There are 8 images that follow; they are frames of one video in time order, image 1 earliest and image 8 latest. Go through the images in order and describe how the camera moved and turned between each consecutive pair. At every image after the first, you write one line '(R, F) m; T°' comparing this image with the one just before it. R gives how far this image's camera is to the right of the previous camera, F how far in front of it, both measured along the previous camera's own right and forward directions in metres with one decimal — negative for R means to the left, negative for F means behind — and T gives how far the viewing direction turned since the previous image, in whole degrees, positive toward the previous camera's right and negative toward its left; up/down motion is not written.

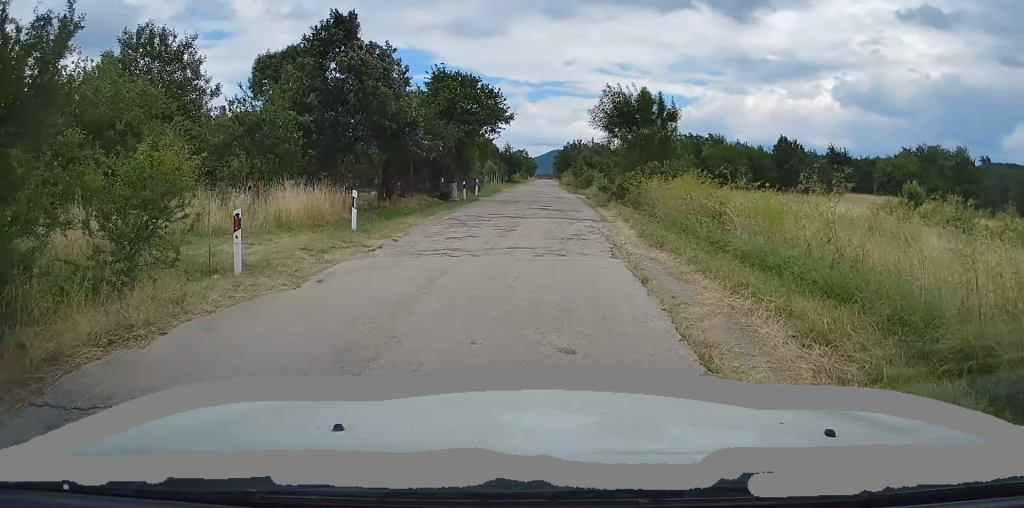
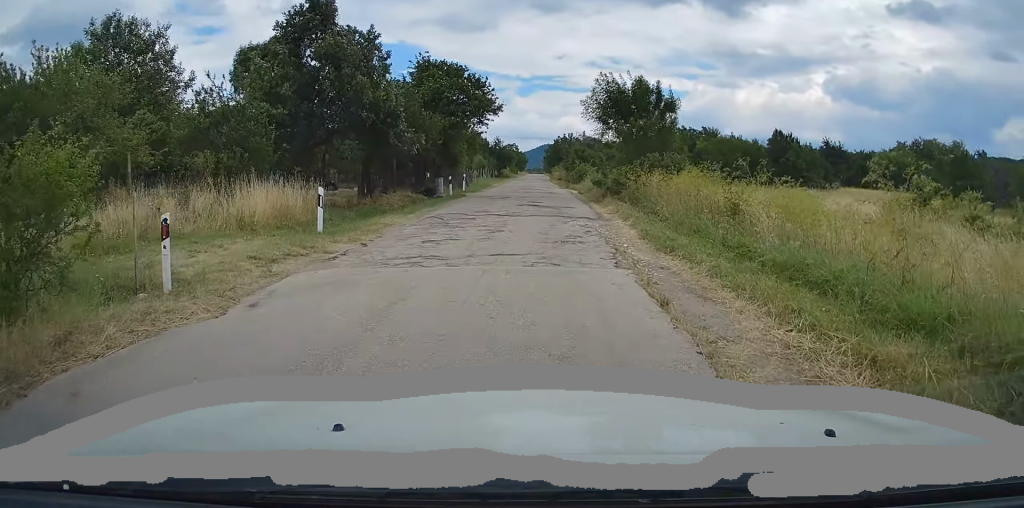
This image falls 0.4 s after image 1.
(0.0, +1.7) m; -1°
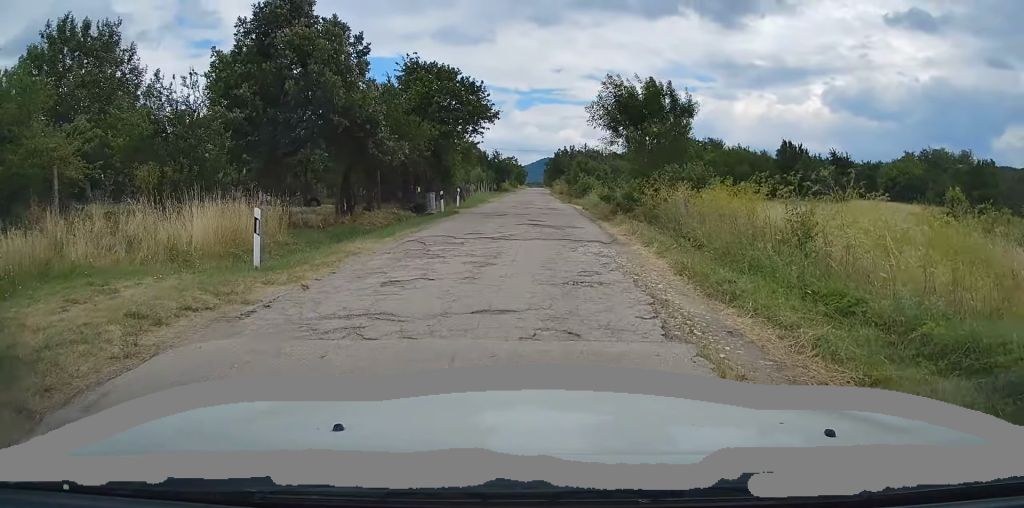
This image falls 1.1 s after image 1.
(0.0, +3.0) m; -1°
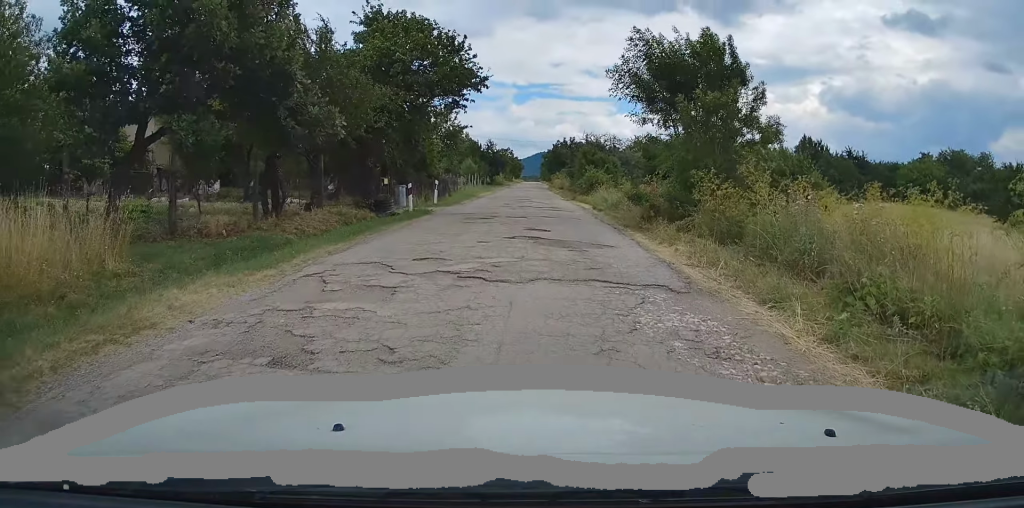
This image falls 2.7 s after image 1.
(0.0, +7.1) m; +1°
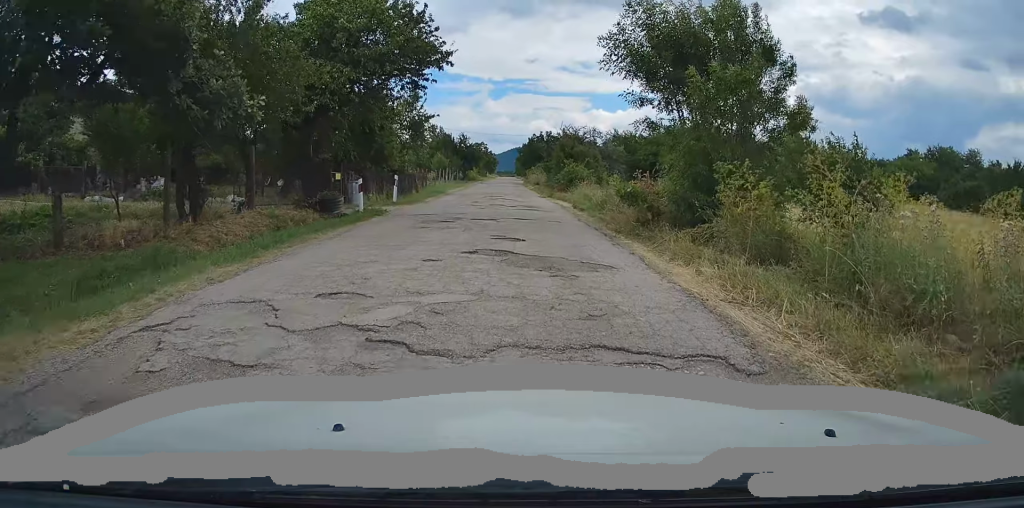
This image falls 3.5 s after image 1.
(0.0, +3.4) m; +2°
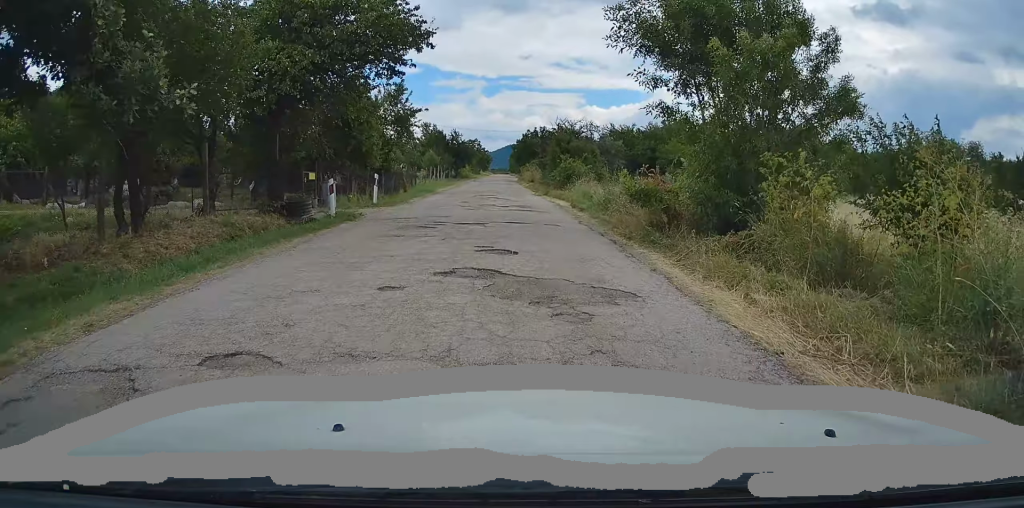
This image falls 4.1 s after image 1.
(0.0, +2.3) m; +1°
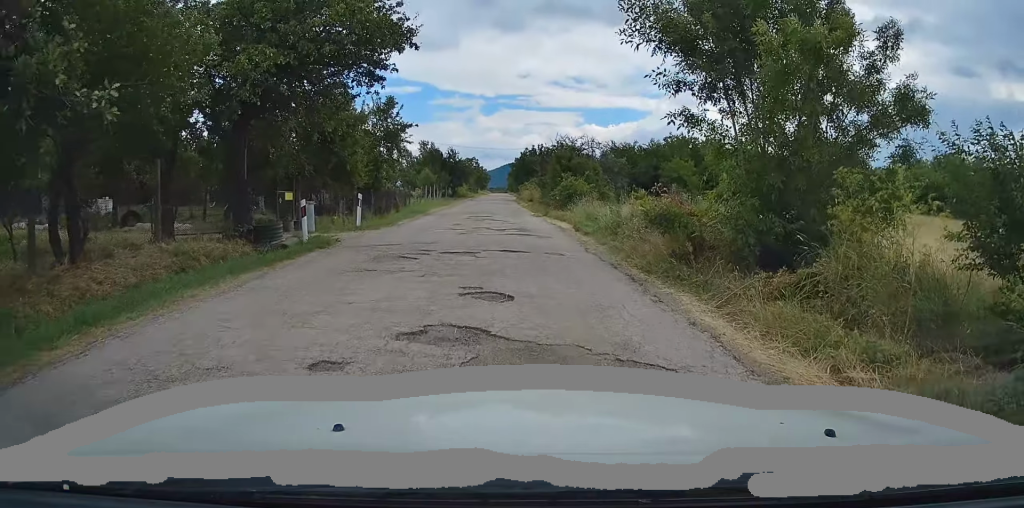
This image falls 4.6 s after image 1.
(+0.1, +2.1) m; 0°
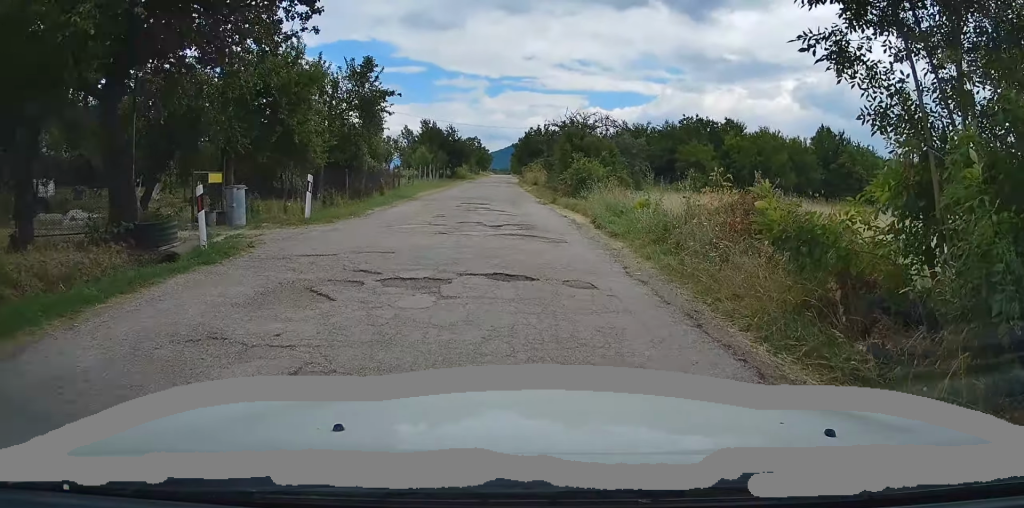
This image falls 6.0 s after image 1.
(-0.1, +5.1) m; -3°
